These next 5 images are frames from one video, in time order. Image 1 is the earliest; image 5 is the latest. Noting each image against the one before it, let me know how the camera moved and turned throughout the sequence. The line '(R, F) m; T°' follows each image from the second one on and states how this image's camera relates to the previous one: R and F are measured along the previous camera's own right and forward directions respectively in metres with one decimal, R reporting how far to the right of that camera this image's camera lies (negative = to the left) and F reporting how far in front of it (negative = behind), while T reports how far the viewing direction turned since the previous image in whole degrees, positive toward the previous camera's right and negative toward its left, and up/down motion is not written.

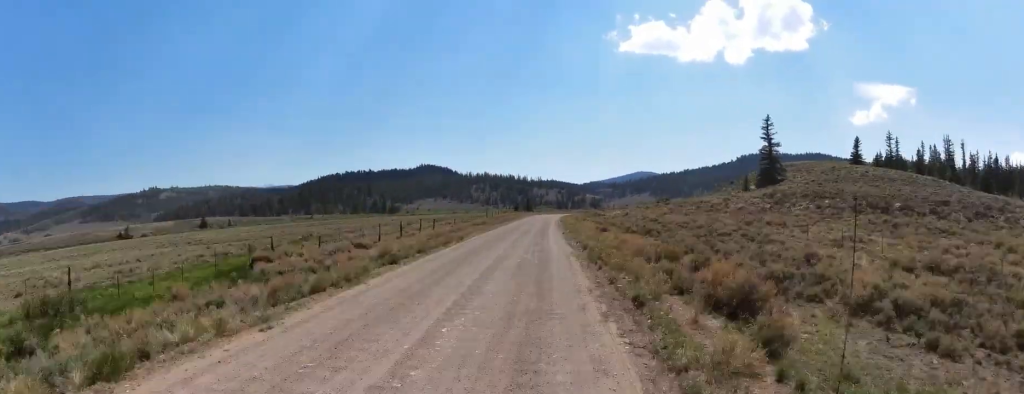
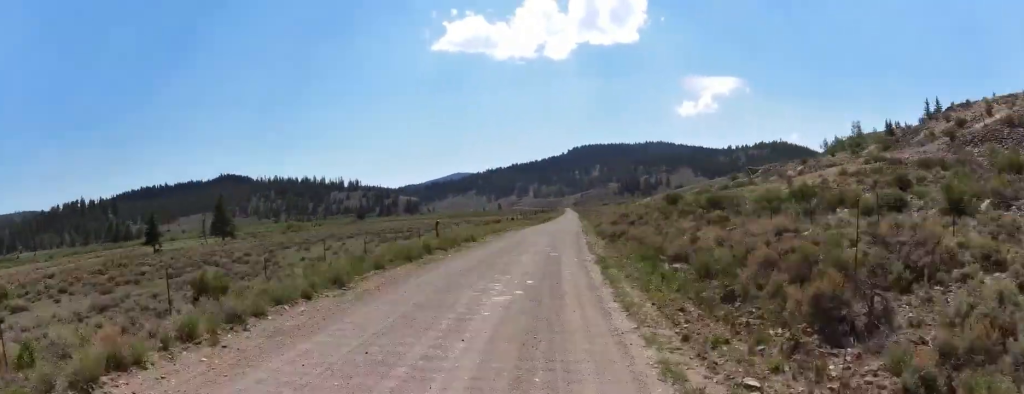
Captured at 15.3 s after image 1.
(+27.2, +168.1) m; +19°
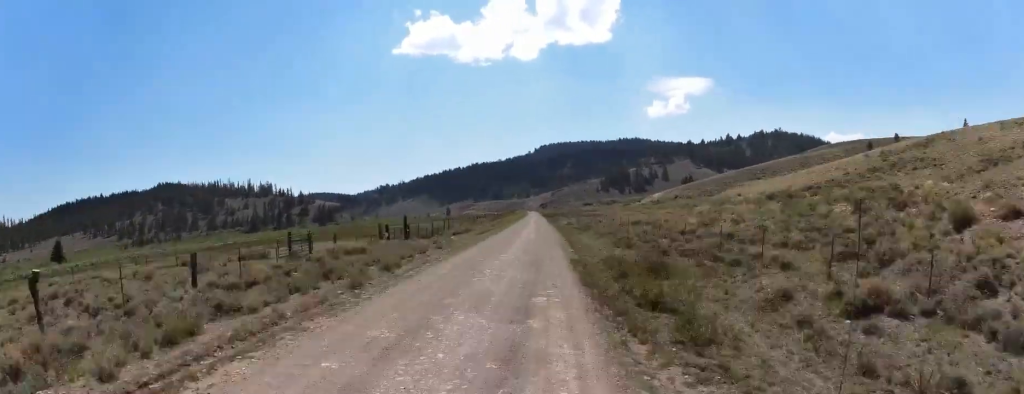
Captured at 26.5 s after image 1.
(+4.5, +140.2) m; +1°
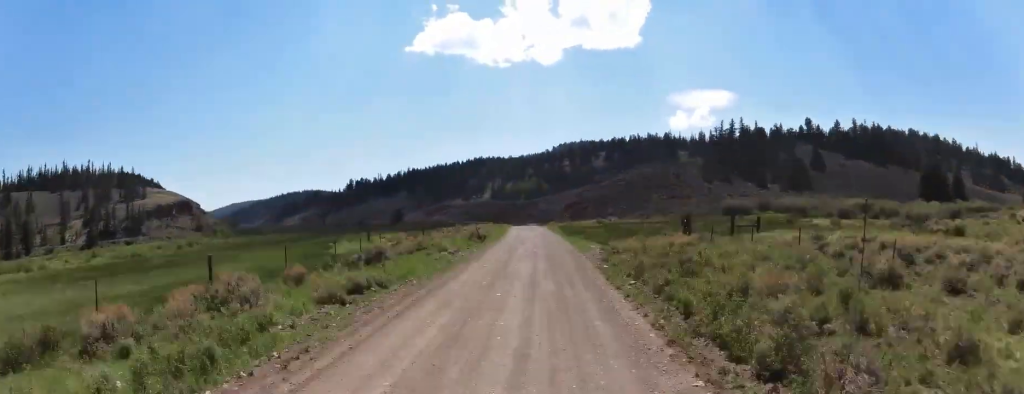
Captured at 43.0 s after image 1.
(-0.3, +214.6) m; -1°
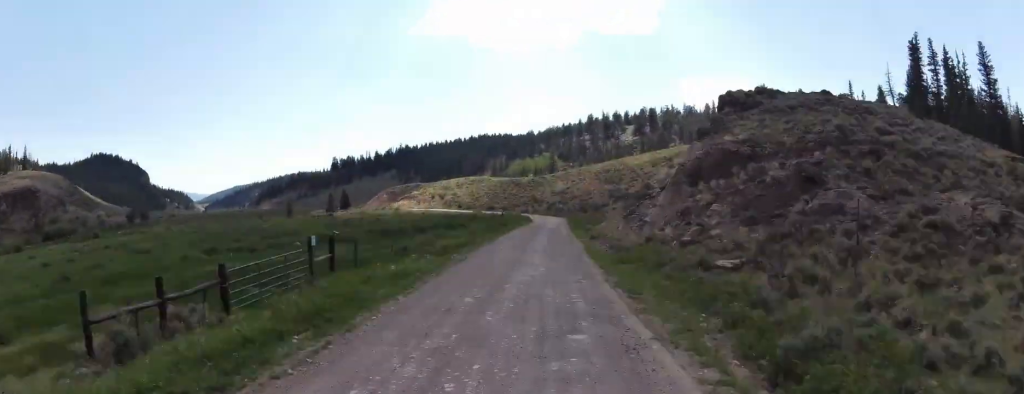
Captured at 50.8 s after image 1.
(-0.6, +98.1) m; -6°
